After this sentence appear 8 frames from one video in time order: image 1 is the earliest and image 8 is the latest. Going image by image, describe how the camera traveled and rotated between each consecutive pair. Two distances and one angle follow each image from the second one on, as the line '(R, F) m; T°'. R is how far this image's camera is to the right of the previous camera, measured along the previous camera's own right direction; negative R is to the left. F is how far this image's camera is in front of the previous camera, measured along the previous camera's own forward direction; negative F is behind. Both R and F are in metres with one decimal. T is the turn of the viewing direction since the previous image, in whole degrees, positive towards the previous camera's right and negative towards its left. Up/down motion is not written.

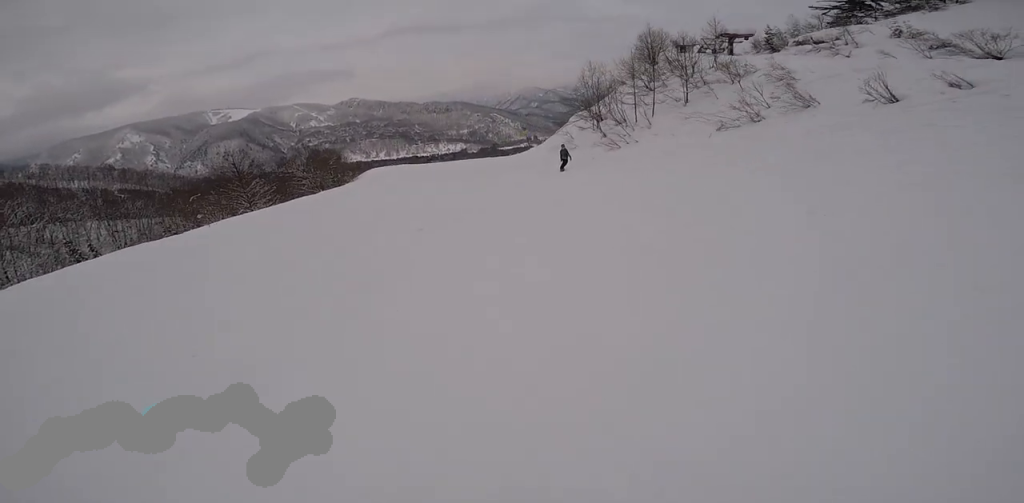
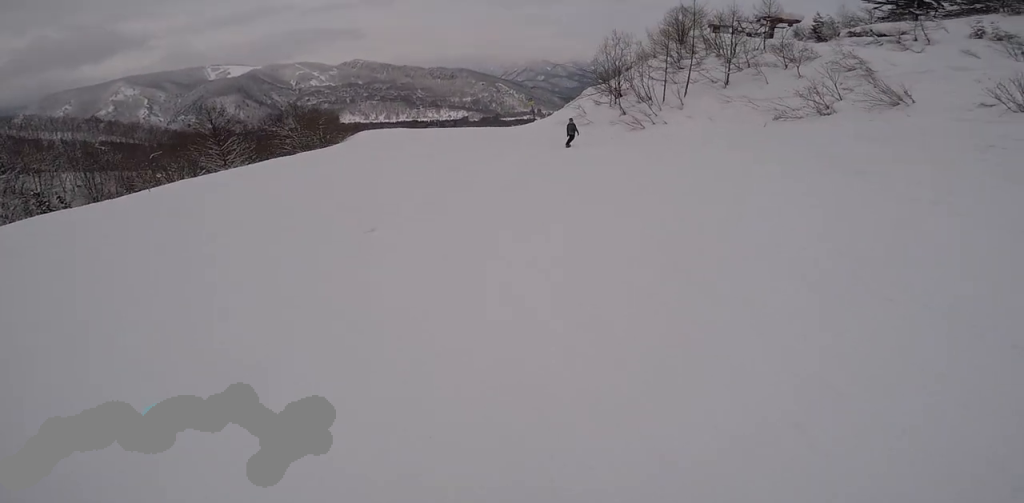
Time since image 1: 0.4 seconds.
(+0.3, +3.9) m; +2°
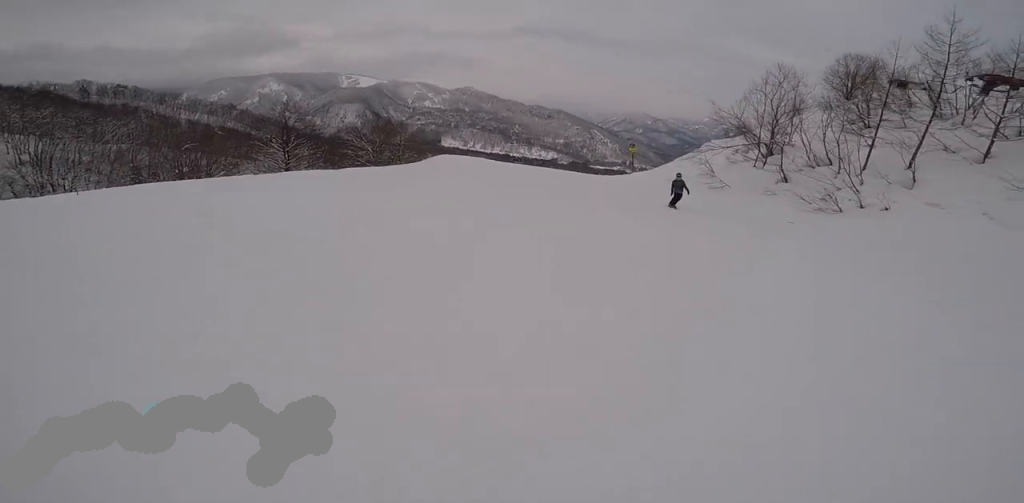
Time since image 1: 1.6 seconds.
(+0.5, +10.0) m; 0°
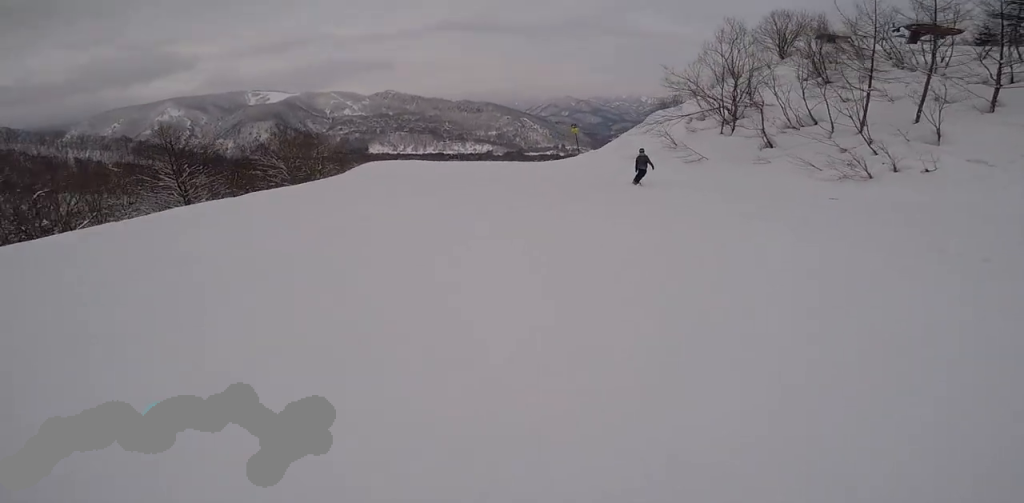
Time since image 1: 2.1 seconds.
(+0.1, +4.1) m; -1°
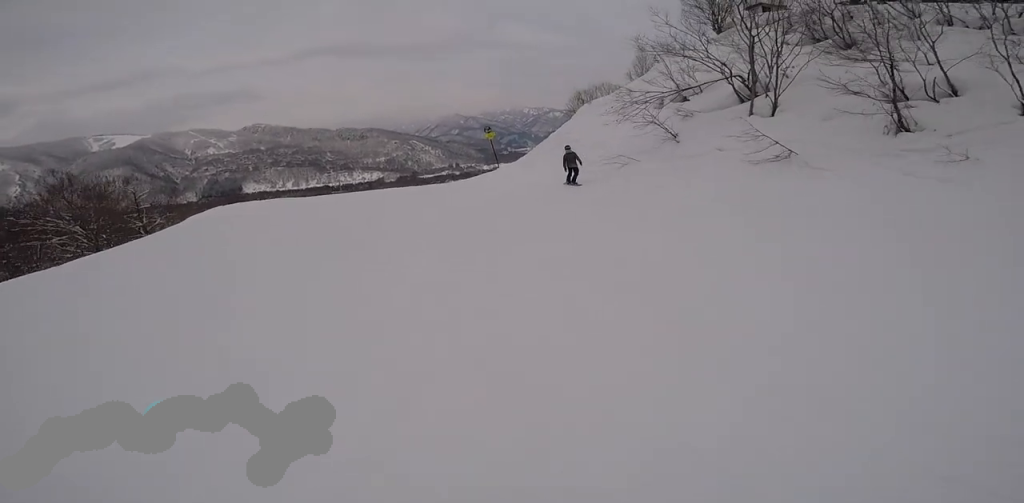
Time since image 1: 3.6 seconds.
(+1.2, +9.9) m; +18°
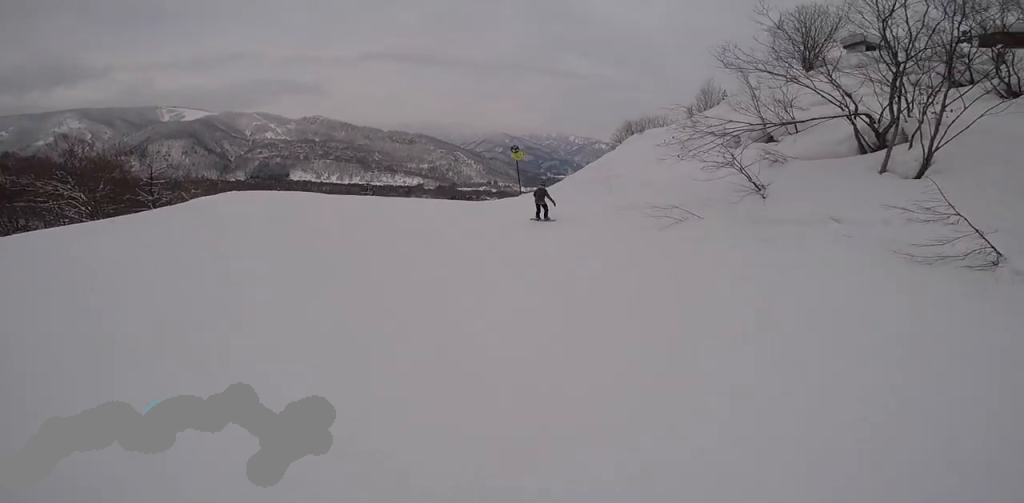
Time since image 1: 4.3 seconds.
(+0.5, +4.3) m; +1°
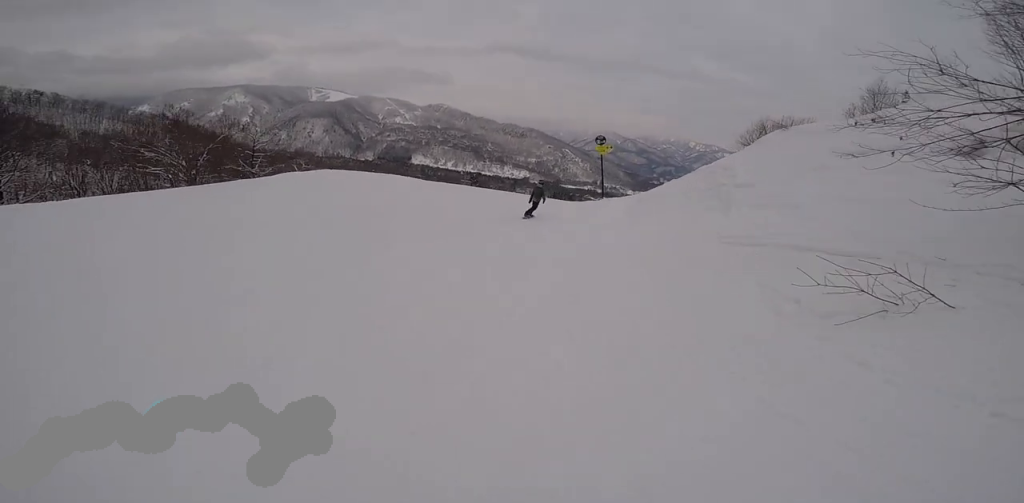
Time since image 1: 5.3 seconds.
(-0.7, +5.3) m; -10°
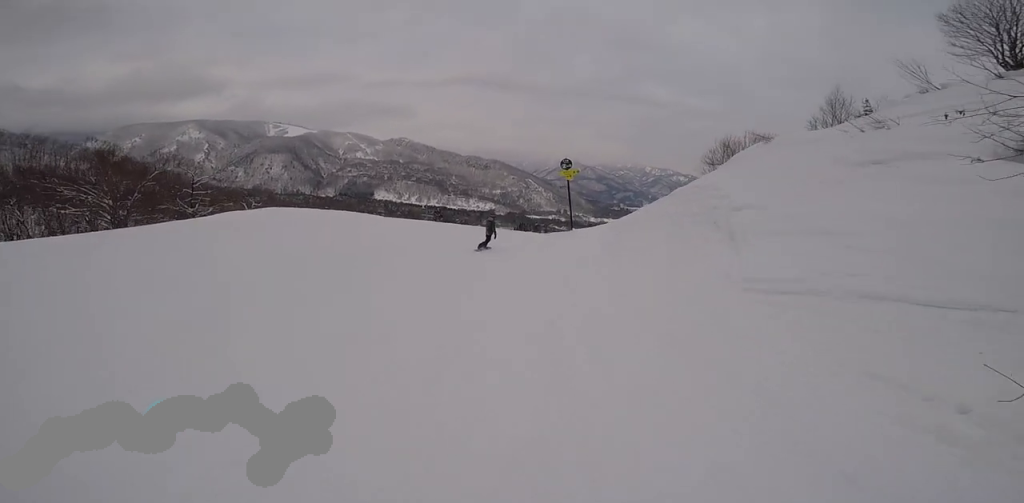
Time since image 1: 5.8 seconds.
(+0.1, +2.5) m; -4°
